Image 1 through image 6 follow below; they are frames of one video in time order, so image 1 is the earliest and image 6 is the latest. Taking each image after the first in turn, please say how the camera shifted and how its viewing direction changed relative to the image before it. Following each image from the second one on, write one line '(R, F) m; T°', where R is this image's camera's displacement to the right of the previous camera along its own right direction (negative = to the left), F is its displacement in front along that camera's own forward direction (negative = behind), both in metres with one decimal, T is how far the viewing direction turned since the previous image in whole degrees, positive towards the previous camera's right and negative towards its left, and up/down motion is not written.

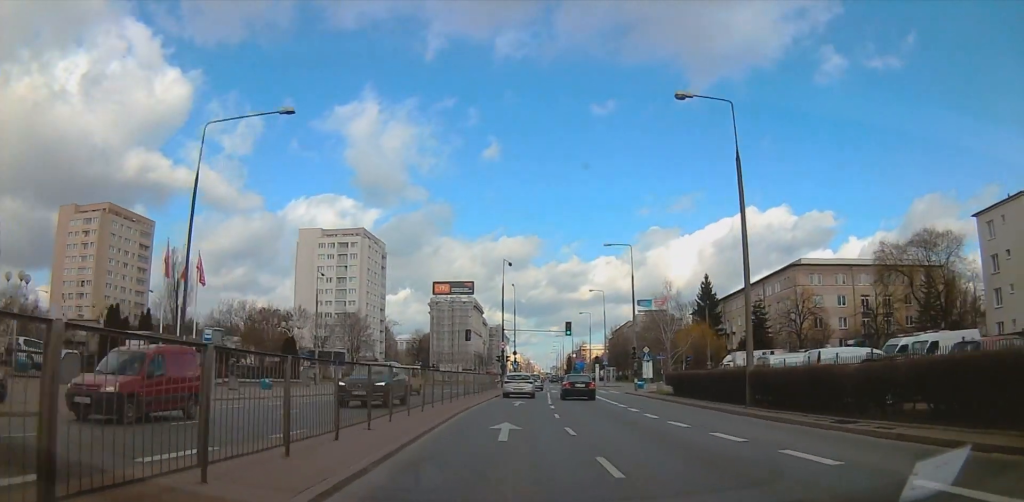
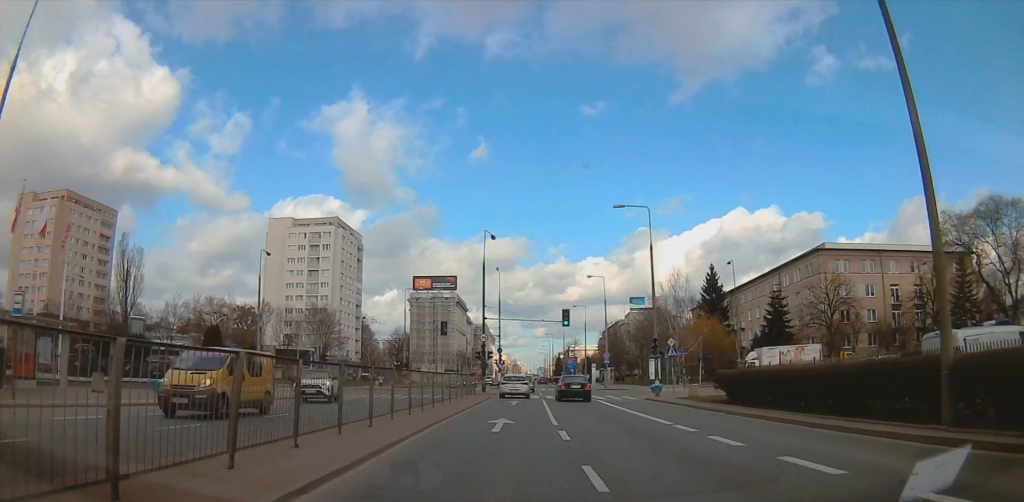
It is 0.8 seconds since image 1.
(0.0, +13.7) m; 0°
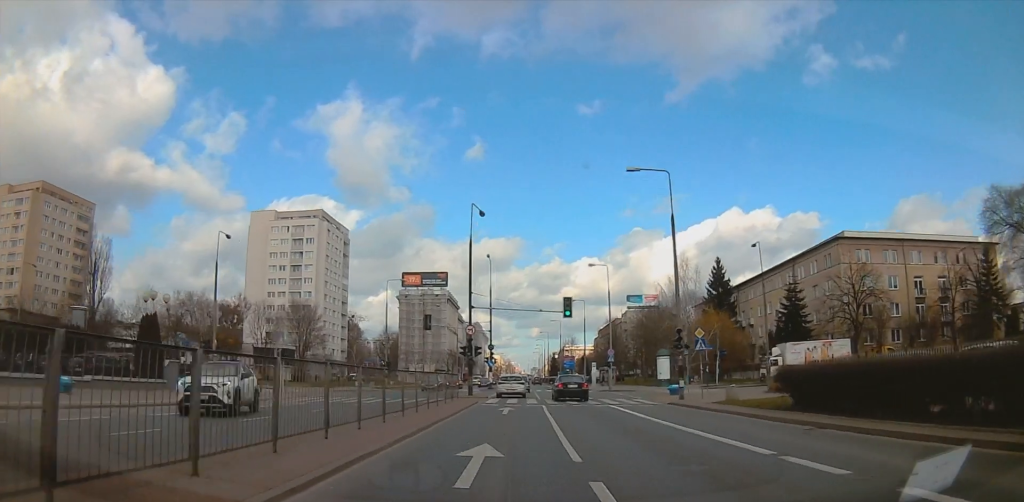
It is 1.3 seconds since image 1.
(0.0, +7.8) m; 0°
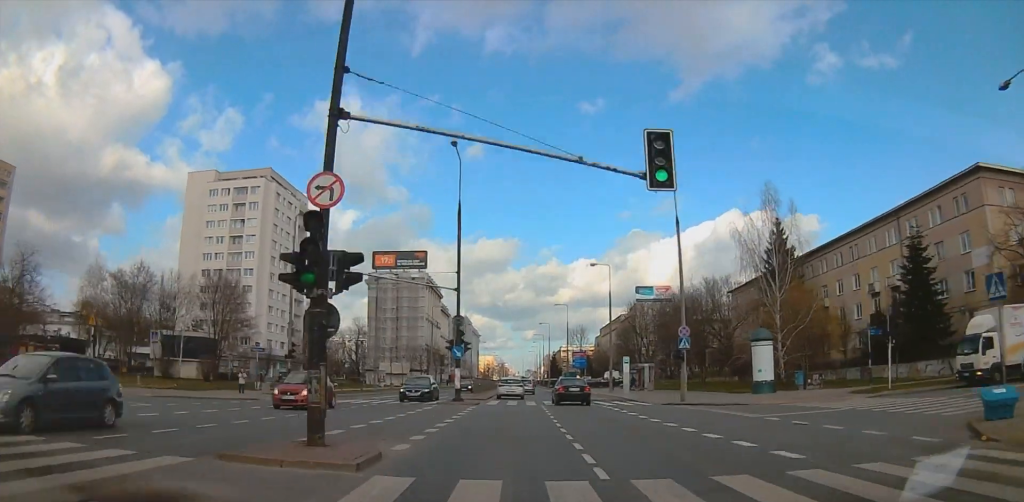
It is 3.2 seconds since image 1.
(-0.3, +25.4) m; -1°
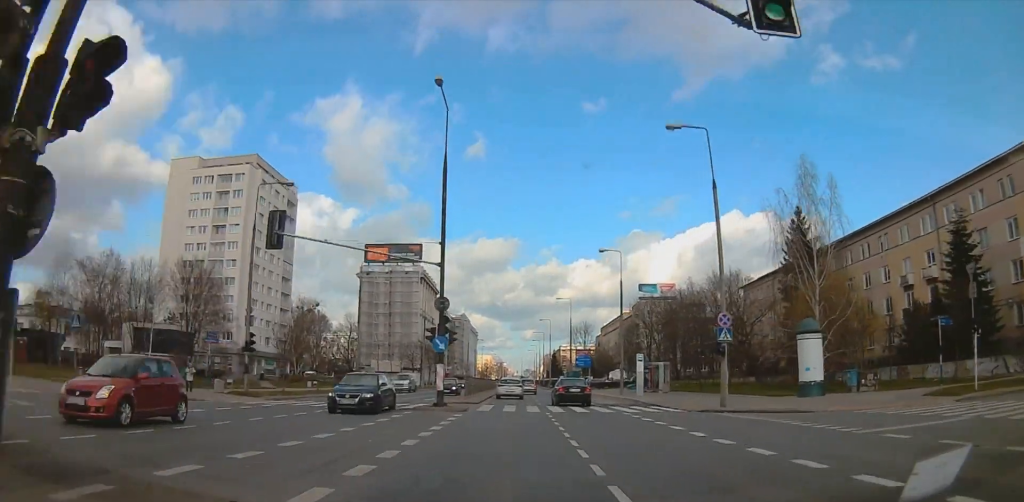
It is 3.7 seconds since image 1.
(0.0, +5.2) m; +1°
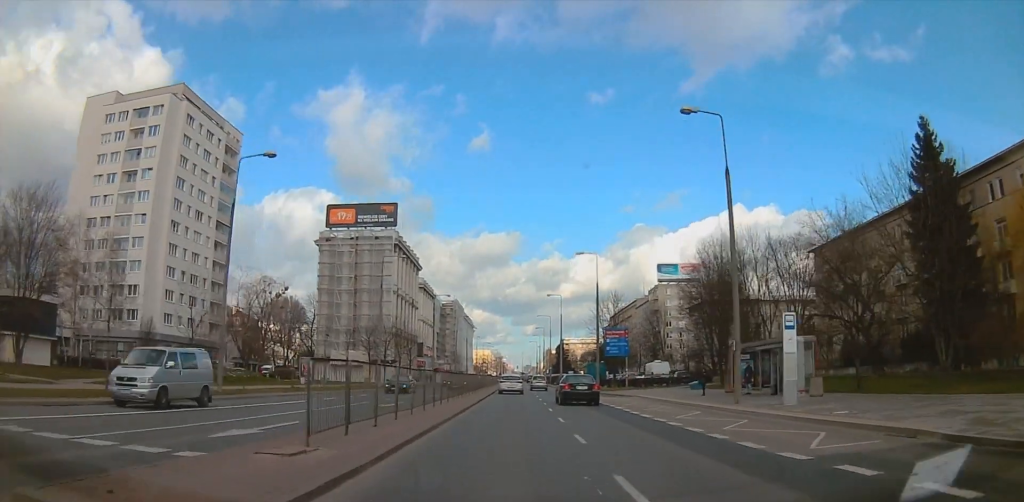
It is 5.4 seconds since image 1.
(+0.4, +23.0) m; +2°
